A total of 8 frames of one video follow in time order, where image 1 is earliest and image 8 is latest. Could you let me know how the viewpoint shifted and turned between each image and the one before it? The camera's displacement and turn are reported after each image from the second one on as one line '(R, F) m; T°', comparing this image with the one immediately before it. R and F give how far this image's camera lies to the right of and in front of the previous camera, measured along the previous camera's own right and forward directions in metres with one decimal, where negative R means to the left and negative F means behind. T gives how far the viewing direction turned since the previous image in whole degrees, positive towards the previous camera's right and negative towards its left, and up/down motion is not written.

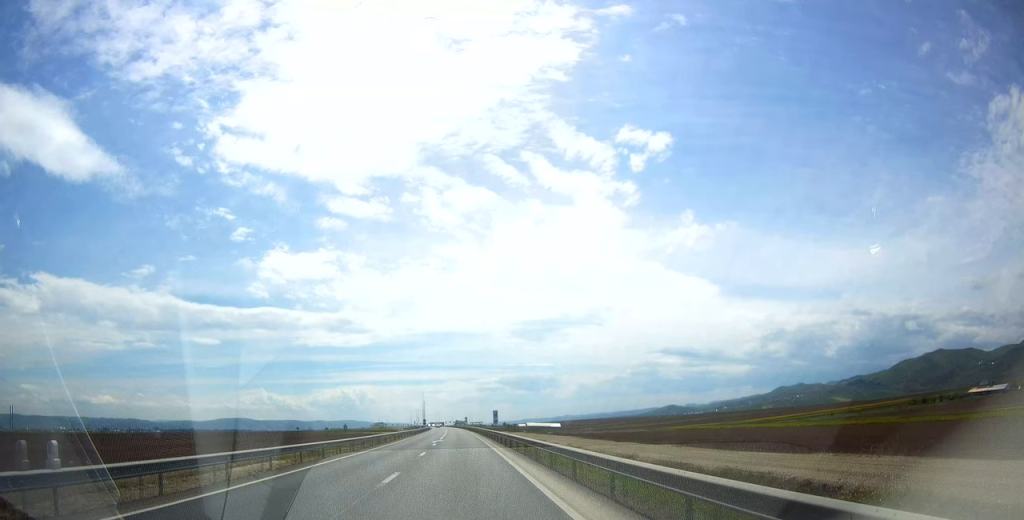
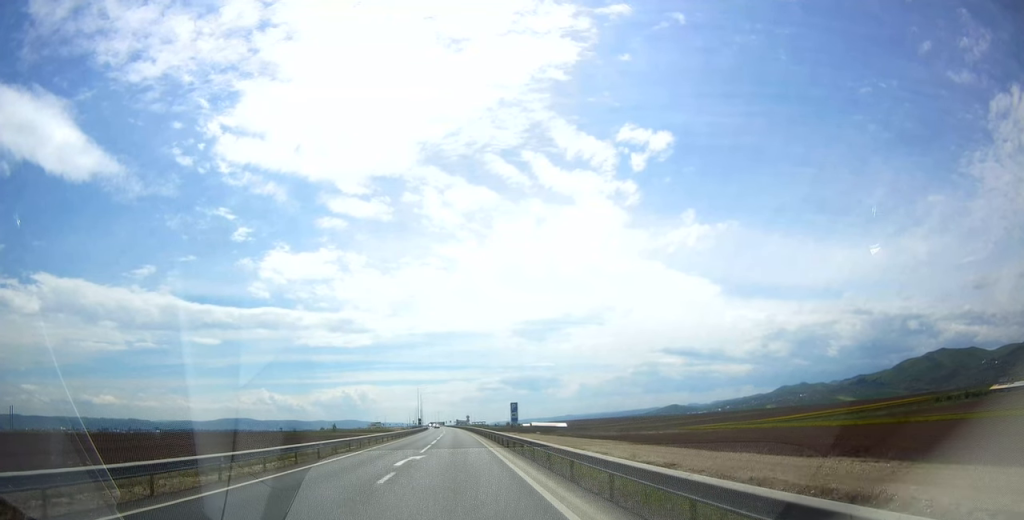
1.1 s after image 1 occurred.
(0.0, +24.2) m; 0°
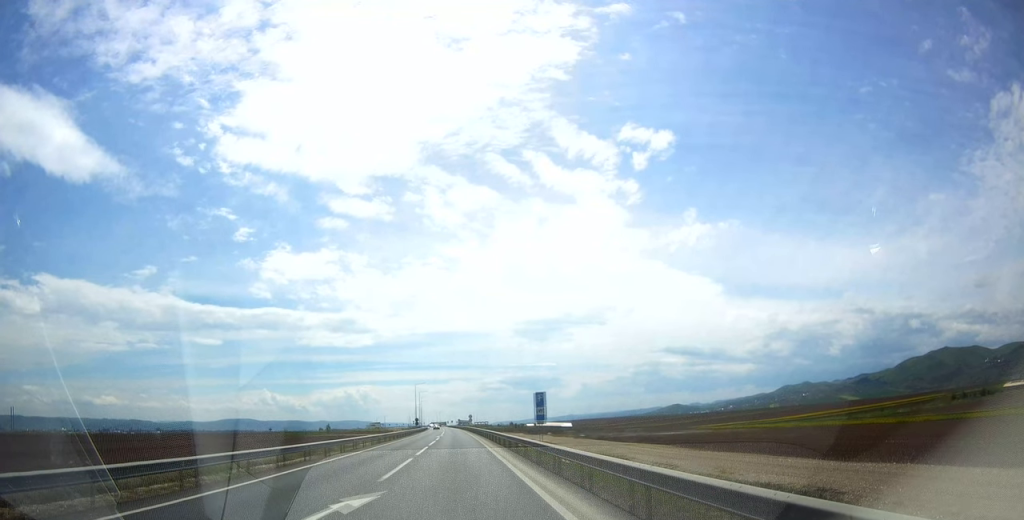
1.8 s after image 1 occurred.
(0.0, +13.9) m; 0°
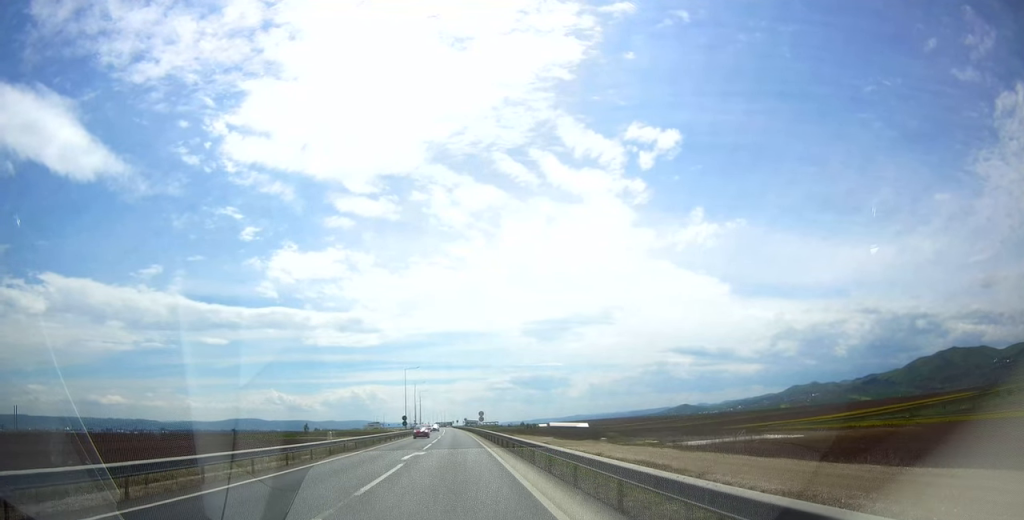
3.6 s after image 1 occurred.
(-0.2, +39.1) m; -1°
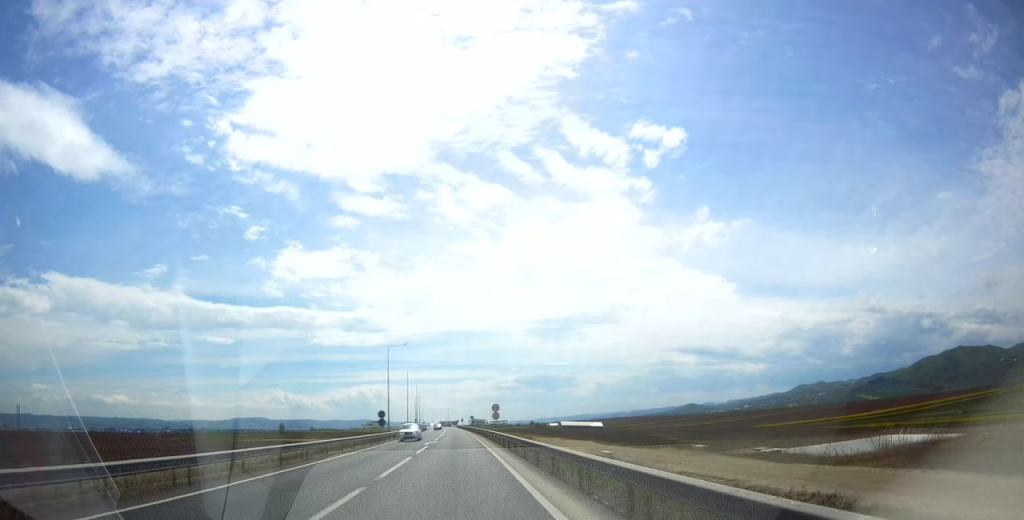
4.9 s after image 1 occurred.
(-0.3, +29.4) m; -1°
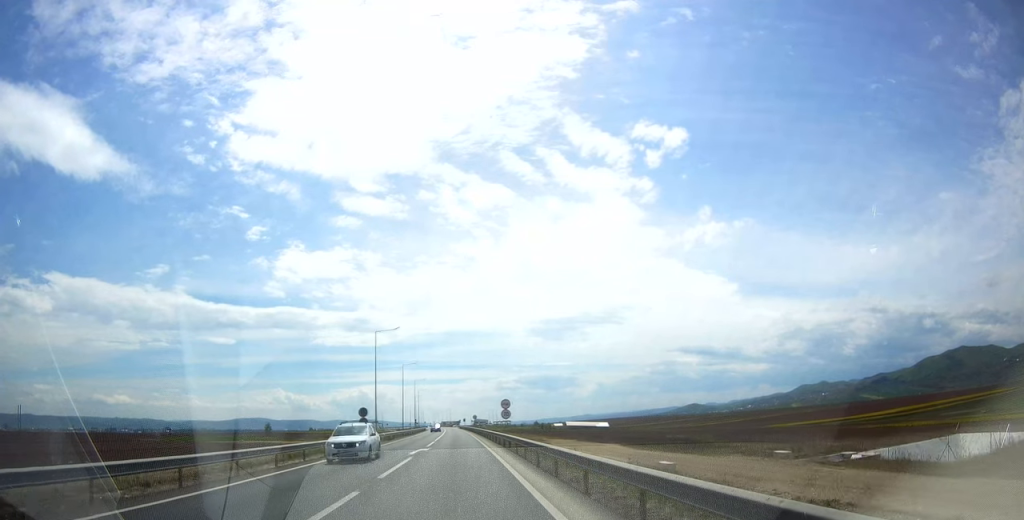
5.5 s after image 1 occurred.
(-0.1, +12.1) m; 0°
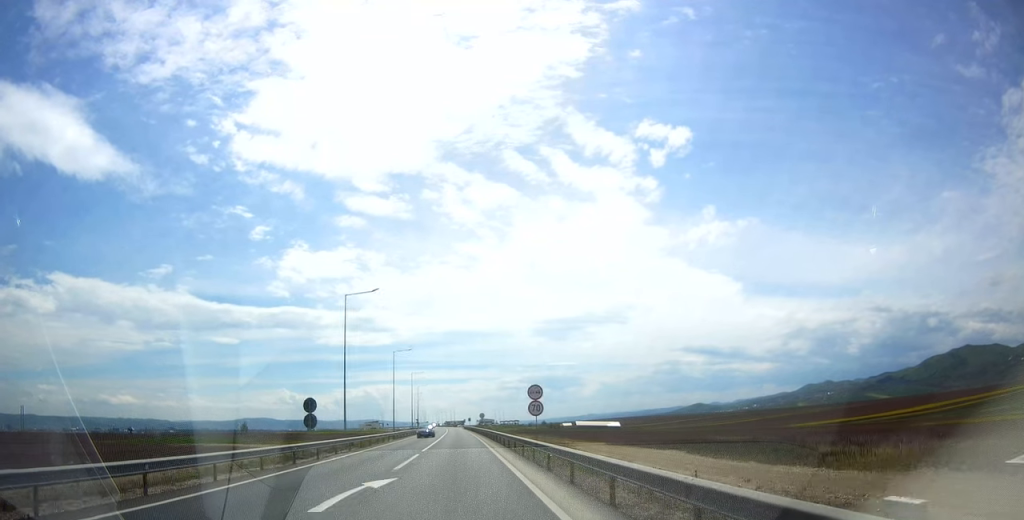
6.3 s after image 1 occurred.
(0.0, +18.0) m; 0°
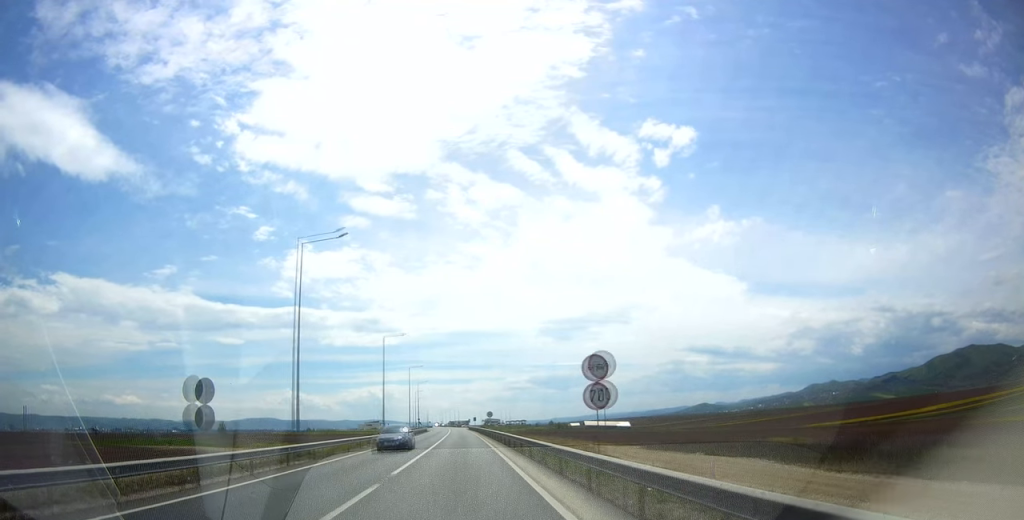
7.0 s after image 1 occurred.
(0.0, +13.7) m; 0°
